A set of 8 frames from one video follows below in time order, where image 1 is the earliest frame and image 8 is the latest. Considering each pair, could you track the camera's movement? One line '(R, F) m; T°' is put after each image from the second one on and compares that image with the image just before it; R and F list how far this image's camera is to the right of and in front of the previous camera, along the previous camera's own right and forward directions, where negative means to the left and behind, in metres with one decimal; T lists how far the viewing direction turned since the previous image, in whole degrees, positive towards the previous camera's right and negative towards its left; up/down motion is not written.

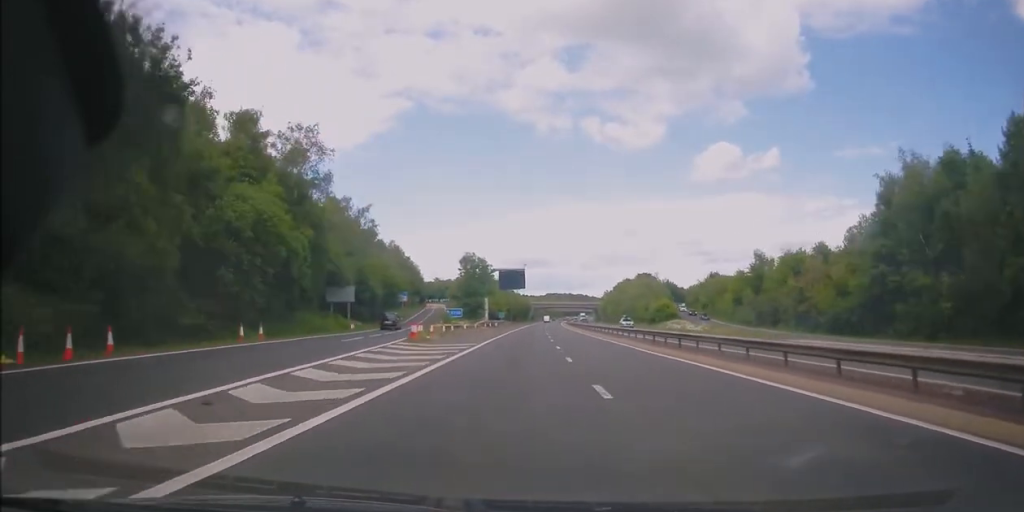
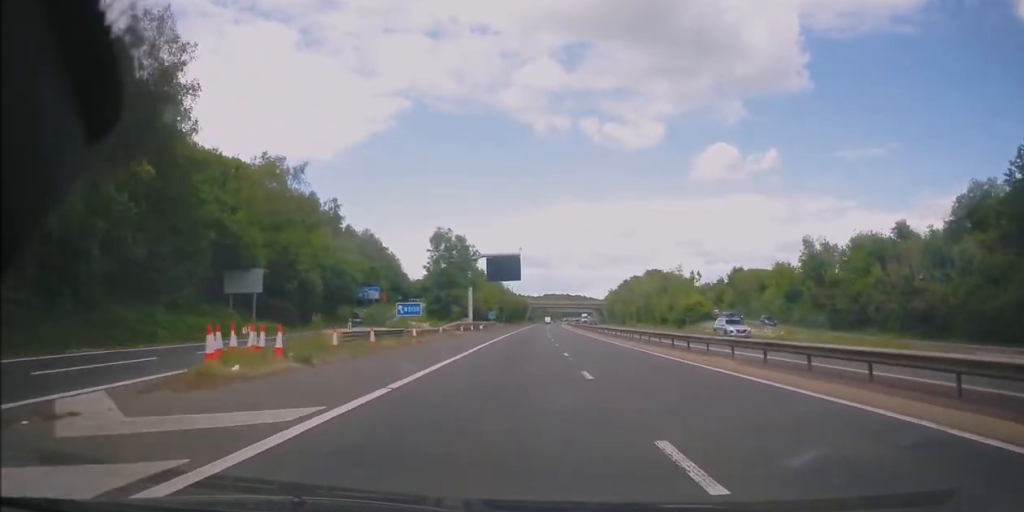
(+0.1, +23.7) m; 0°
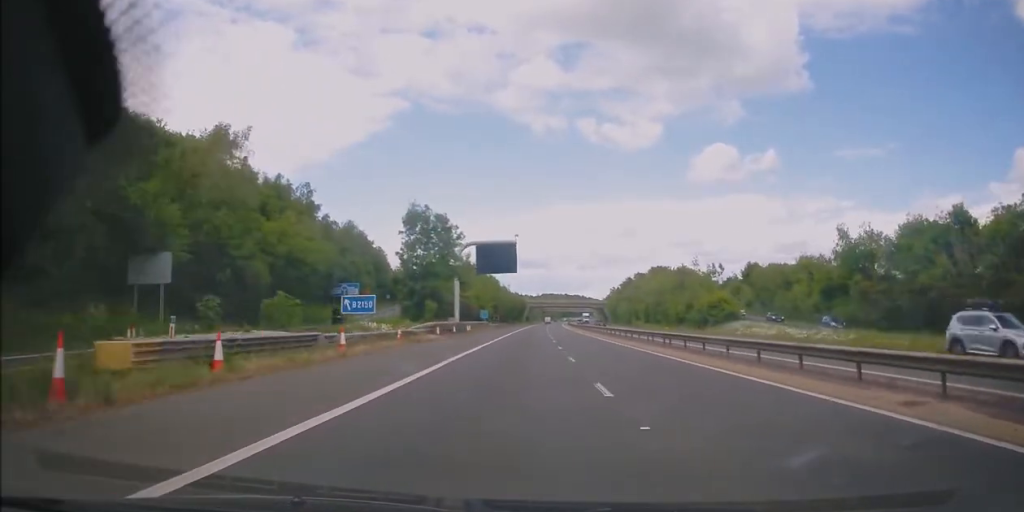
(-0.2, +12.3) m; 0°
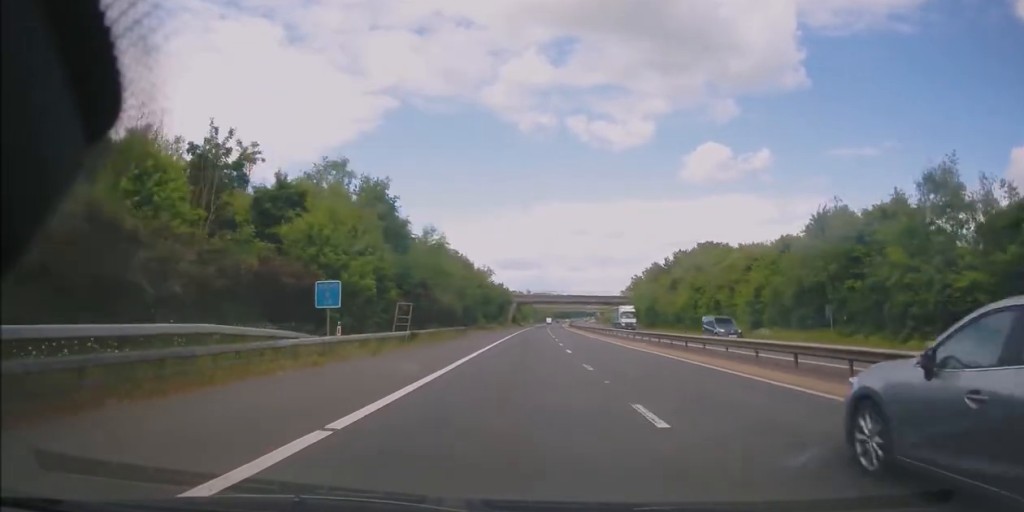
(+0.8, +66.0) m; +1°
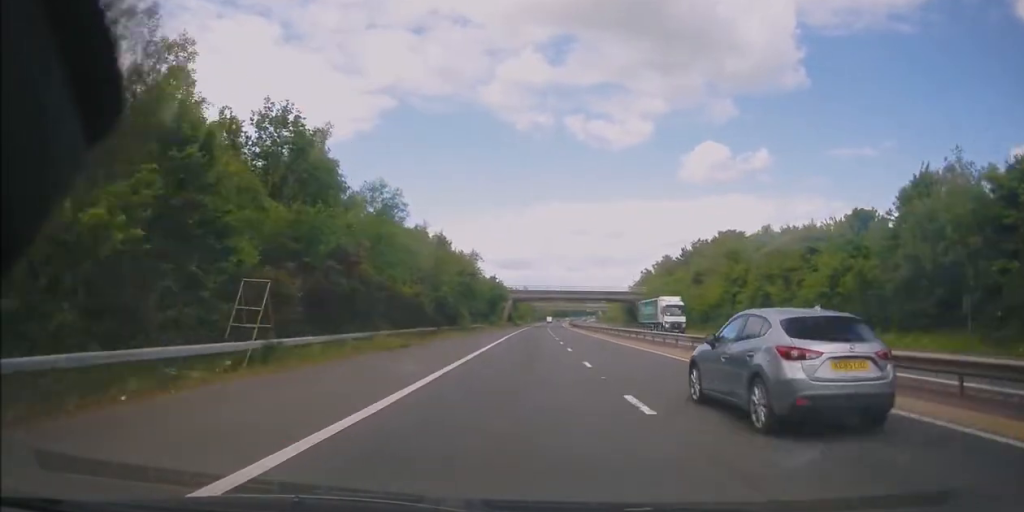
(+0.1, +16.7) m; +1°
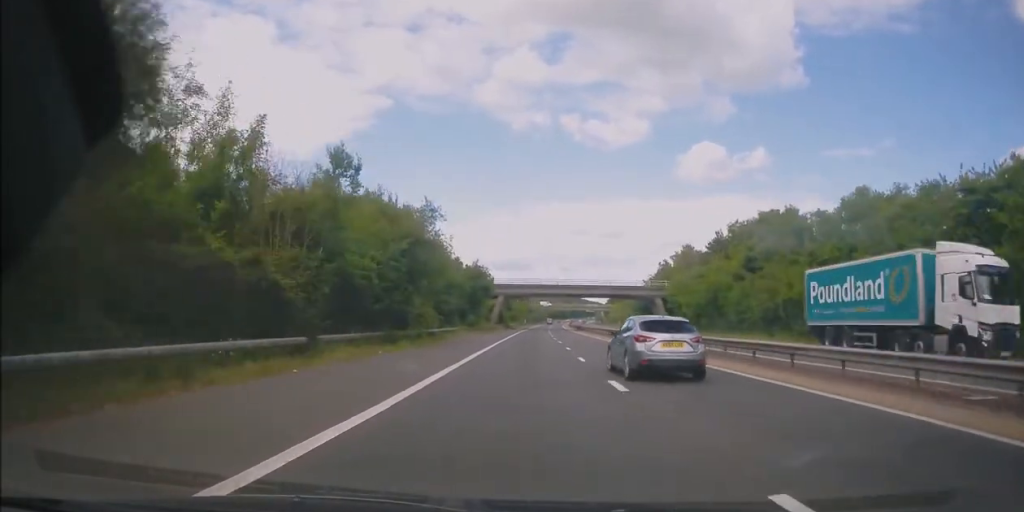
(+0.2, +23.6) m; +1°
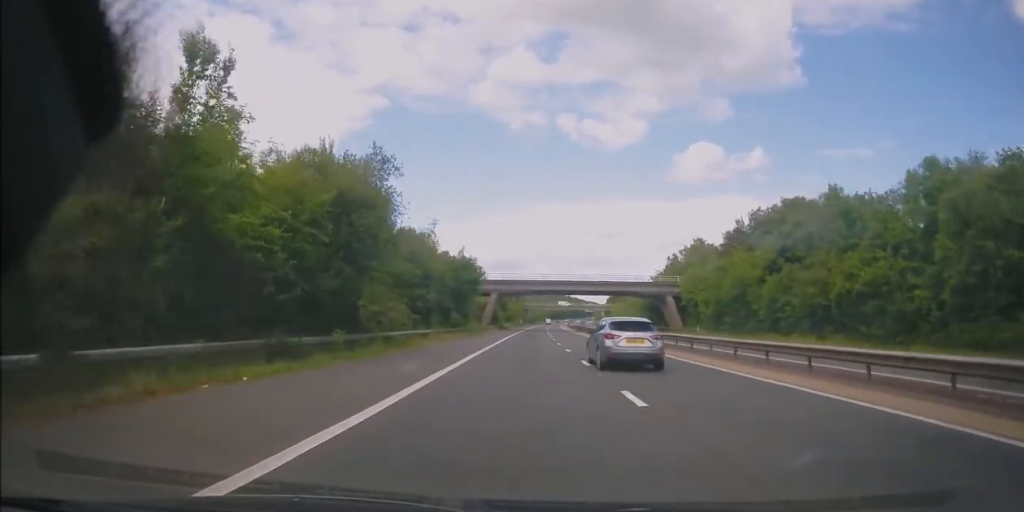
(0.0, +10.7) m; 0°
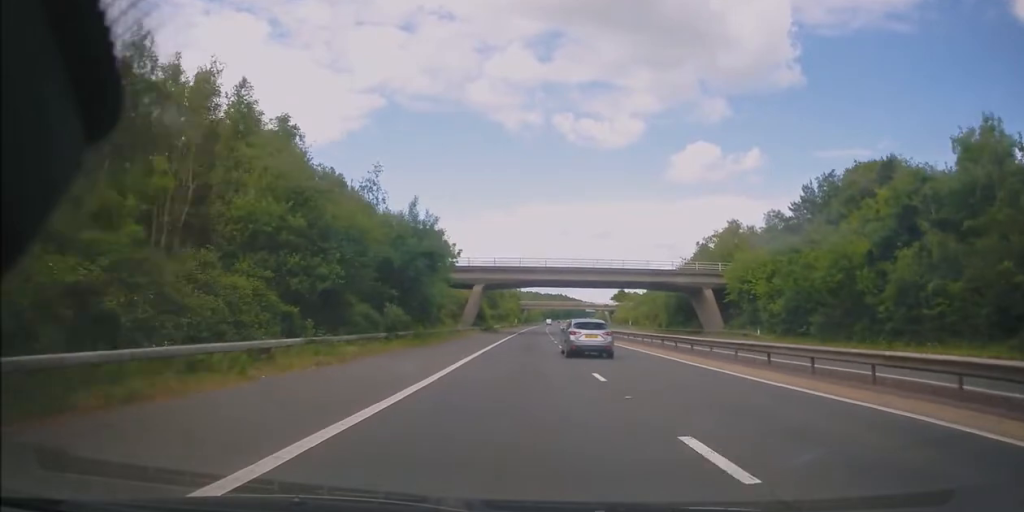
(+0.2, +22.6) m; 0°
